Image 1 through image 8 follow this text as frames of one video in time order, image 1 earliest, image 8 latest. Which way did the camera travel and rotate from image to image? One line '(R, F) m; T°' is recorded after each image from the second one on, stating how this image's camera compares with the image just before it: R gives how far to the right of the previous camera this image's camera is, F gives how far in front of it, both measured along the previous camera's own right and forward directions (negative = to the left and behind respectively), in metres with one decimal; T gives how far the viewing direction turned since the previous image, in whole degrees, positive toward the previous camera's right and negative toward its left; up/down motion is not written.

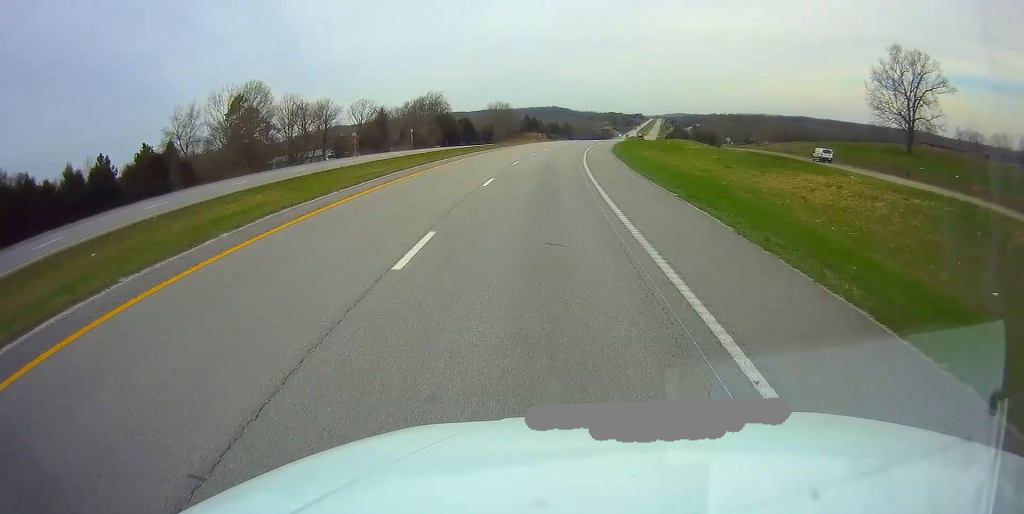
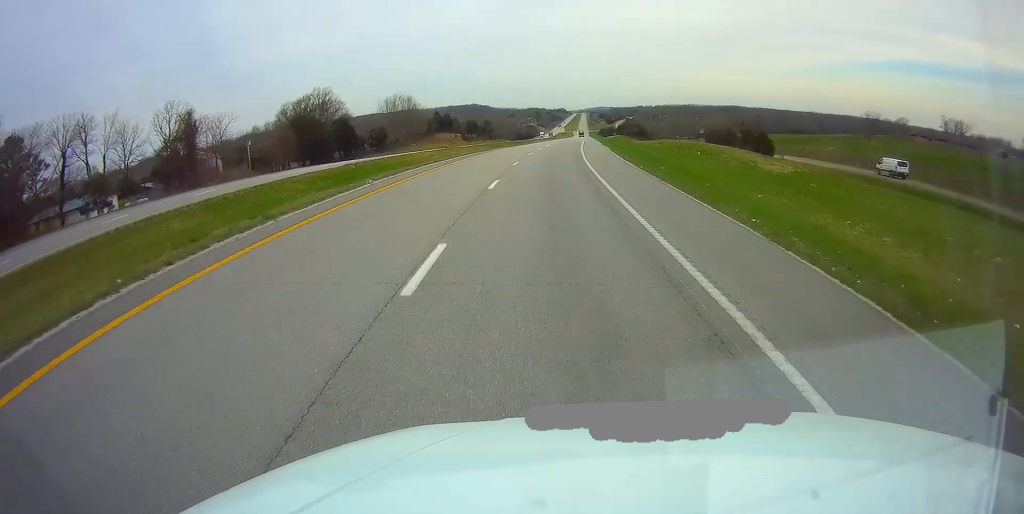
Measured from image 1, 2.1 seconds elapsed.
(+4.0, +62.5) m; +7°
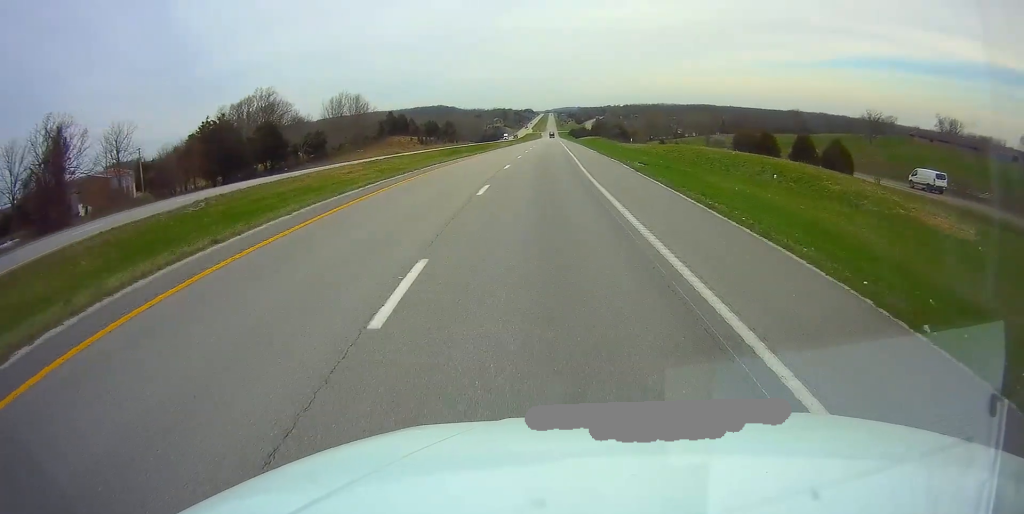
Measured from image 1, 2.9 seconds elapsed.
(+0.6, +25.6) m; +2°
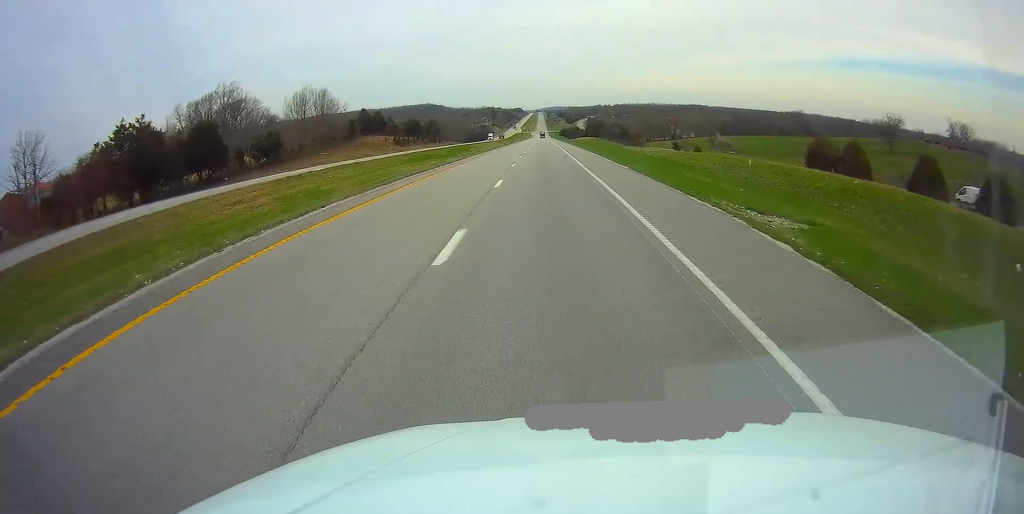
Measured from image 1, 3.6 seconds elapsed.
(+0.2, +21.8) m; +1°
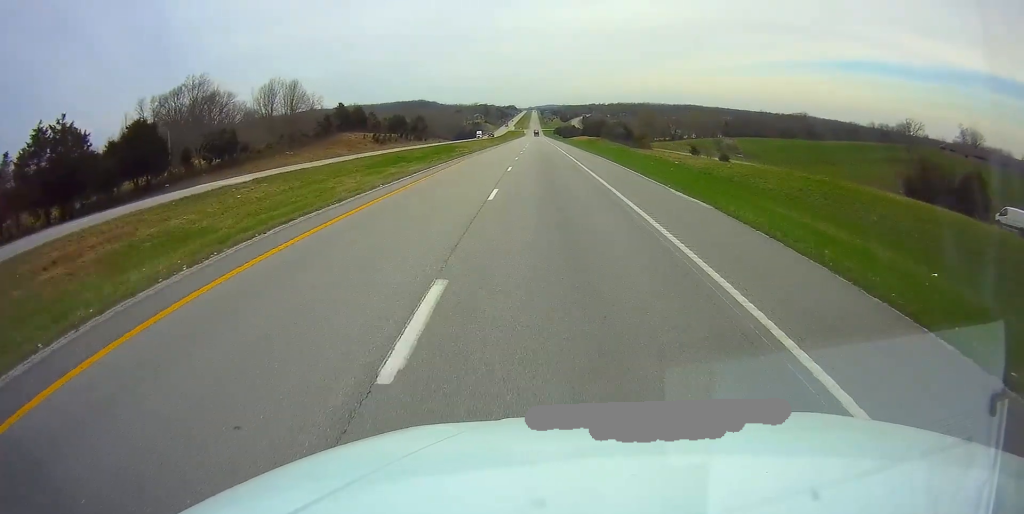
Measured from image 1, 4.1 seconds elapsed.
(+0.2, +16.6) m; +1°
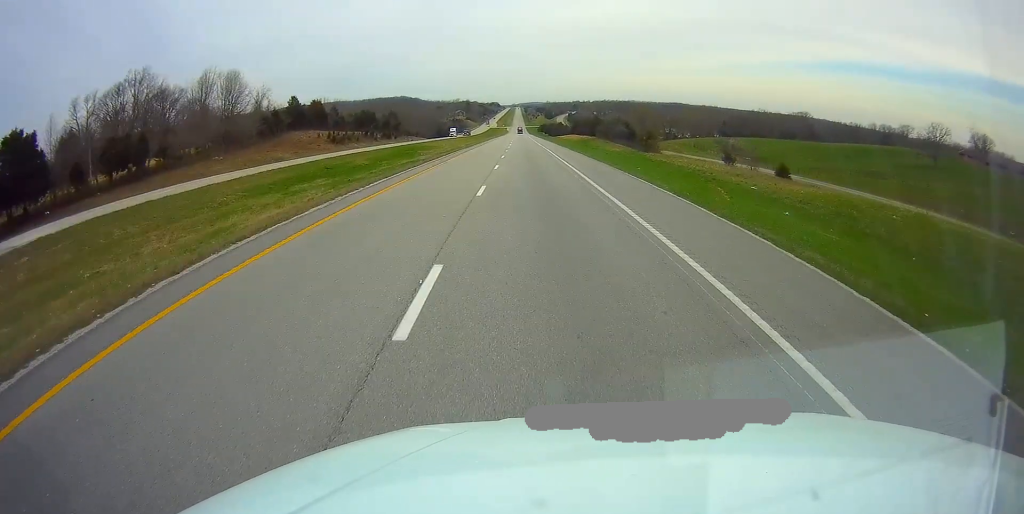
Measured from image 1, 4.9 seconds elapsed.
(+0.2, +23.9) m; +1°
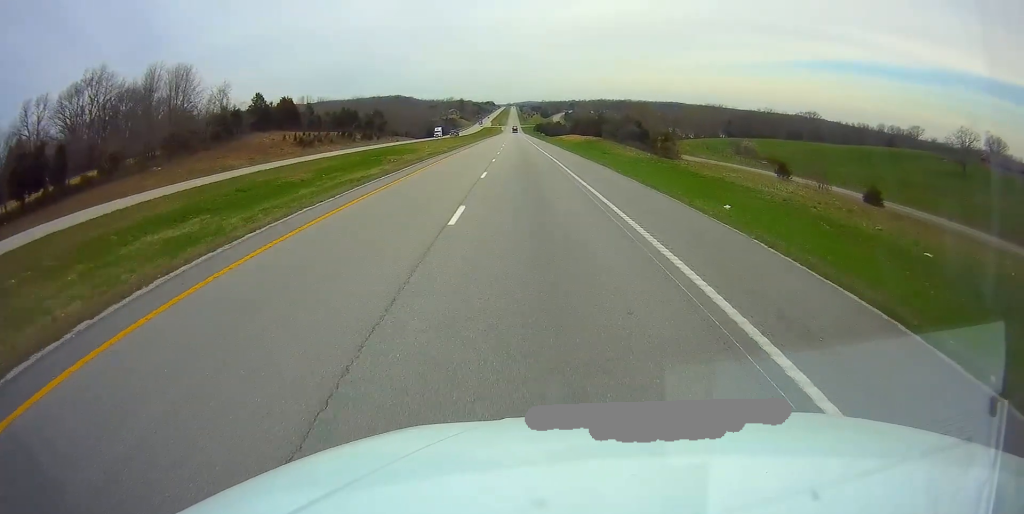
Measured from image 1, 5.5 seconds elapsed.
(+0.2, +17.7) m; 0°
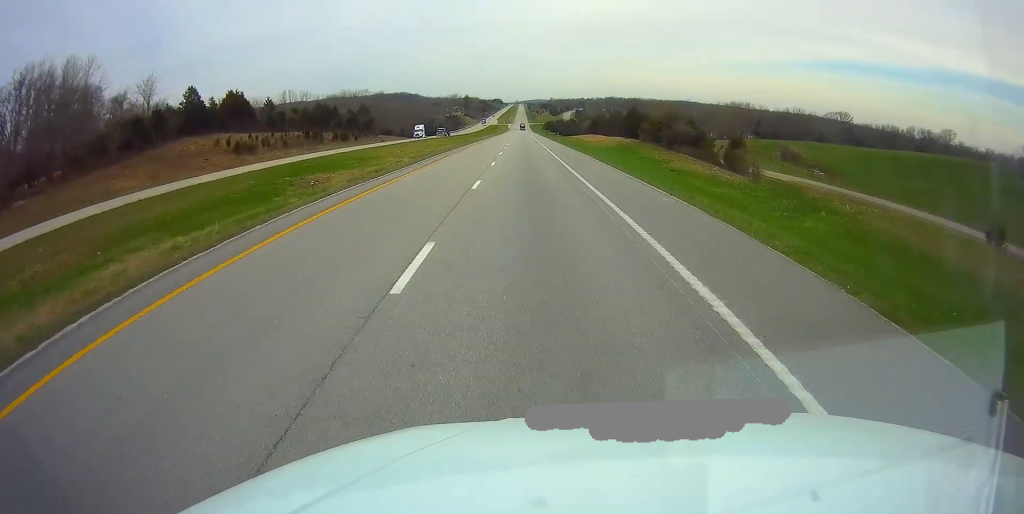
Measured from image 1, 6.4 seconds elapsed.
(-0.2, +30.2) m; 0°
